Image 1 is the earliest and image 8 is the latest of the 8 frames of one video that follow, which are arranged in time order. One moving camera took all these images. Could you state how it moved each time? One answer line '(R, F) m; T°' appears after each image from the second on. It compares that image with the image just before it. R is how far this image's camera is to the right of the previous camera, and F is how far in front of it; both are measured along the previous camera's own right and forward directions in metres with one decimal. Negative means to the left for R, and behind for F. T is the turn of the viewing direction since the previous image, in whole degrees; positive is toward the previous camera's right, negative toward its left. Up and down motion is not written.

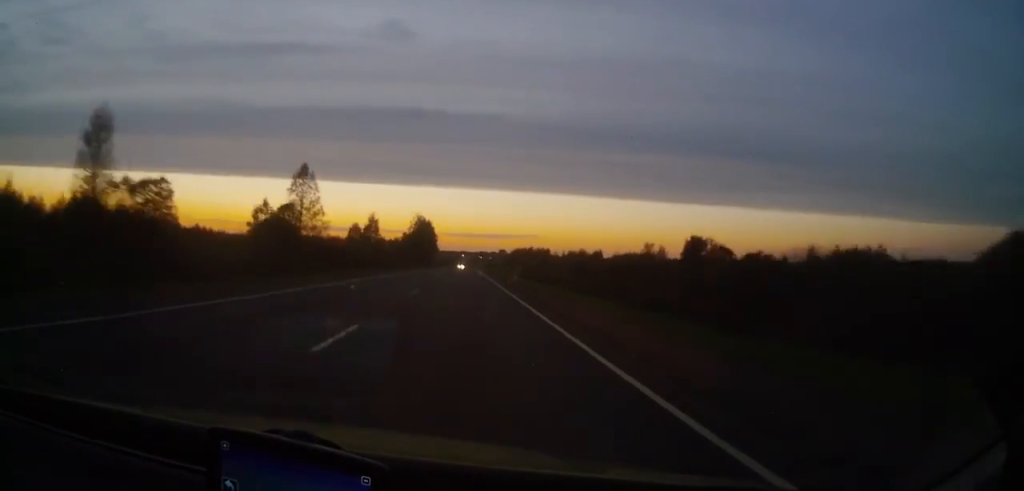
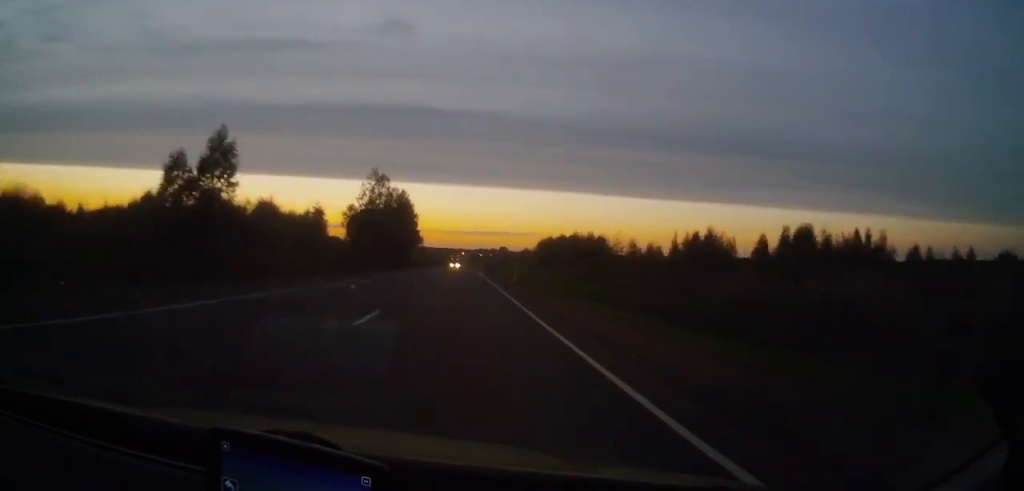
(+0.1, +93.8) m; 0°
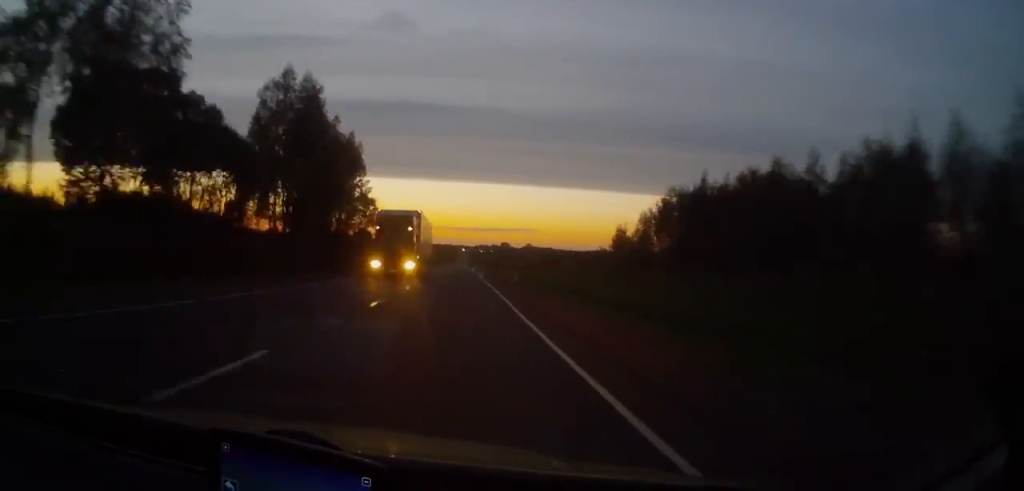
(+0.1, +89.5) m; 0°
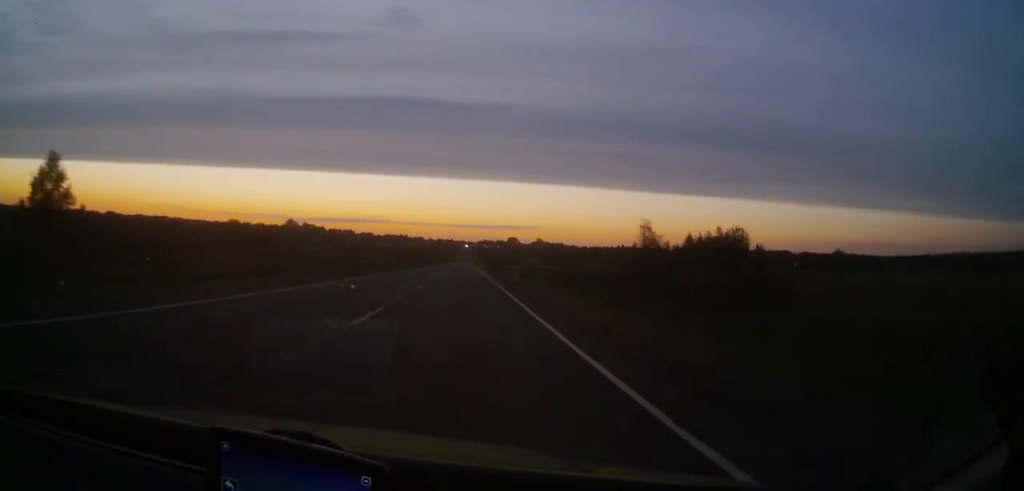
(-0.7, +161.5) m; 0°
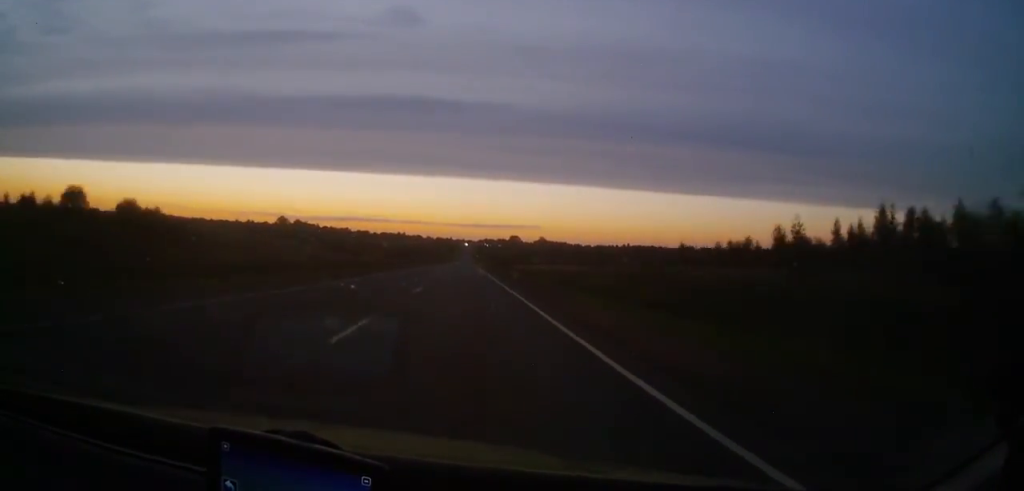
(-0.1, +51.6) m; 0°
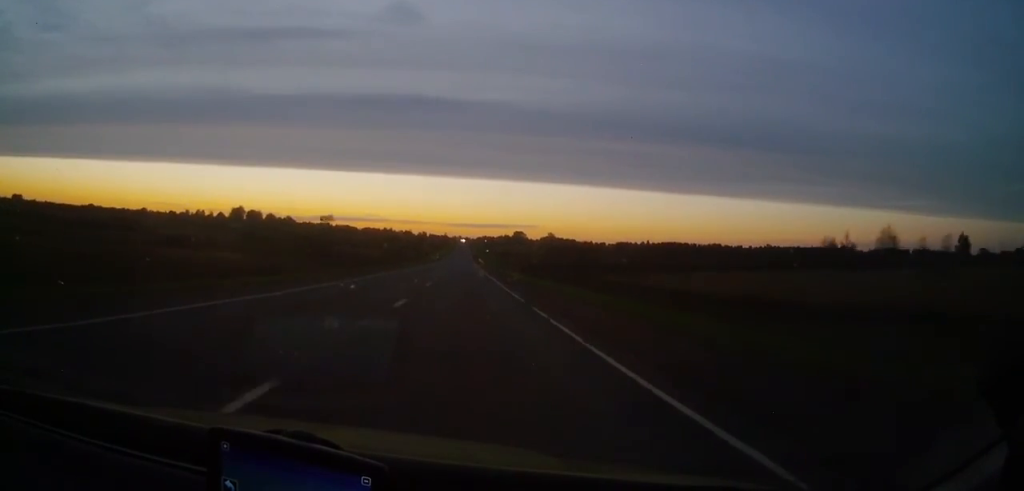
(+1.2, +194.1) m; +1°
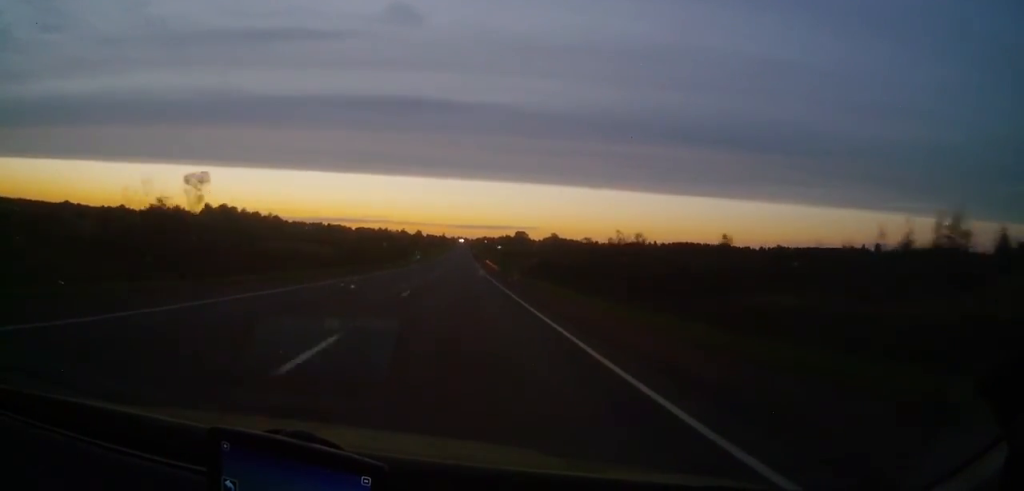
(0.0, +58.5) m; 0°
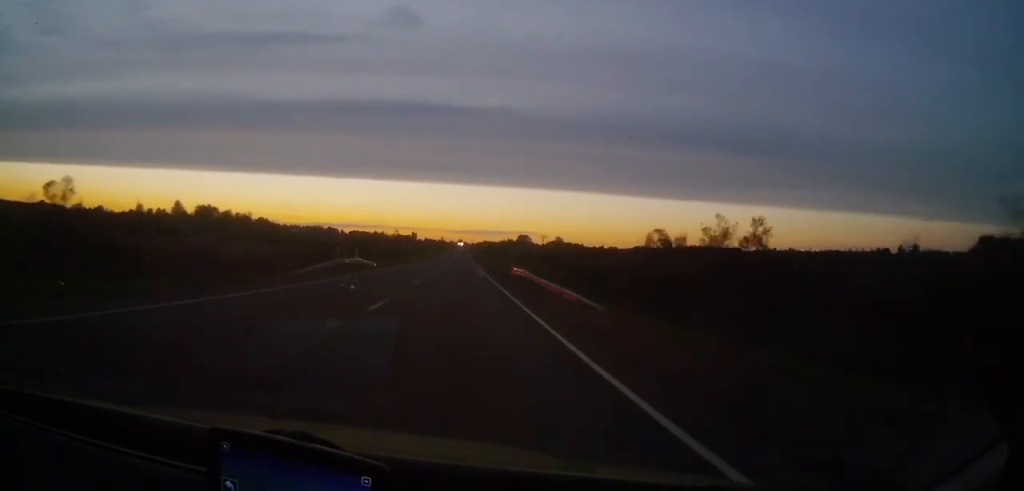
(0.0, +54.4) m; 0°
